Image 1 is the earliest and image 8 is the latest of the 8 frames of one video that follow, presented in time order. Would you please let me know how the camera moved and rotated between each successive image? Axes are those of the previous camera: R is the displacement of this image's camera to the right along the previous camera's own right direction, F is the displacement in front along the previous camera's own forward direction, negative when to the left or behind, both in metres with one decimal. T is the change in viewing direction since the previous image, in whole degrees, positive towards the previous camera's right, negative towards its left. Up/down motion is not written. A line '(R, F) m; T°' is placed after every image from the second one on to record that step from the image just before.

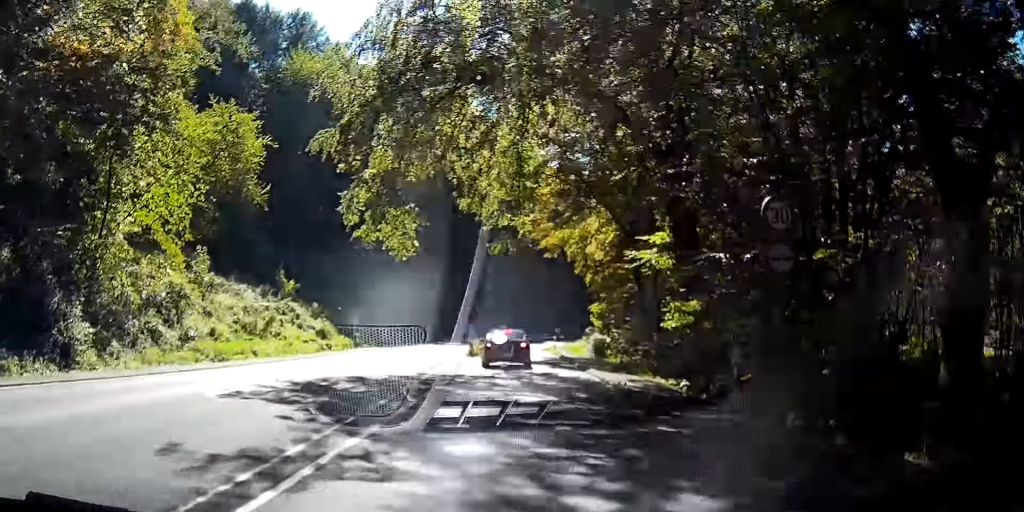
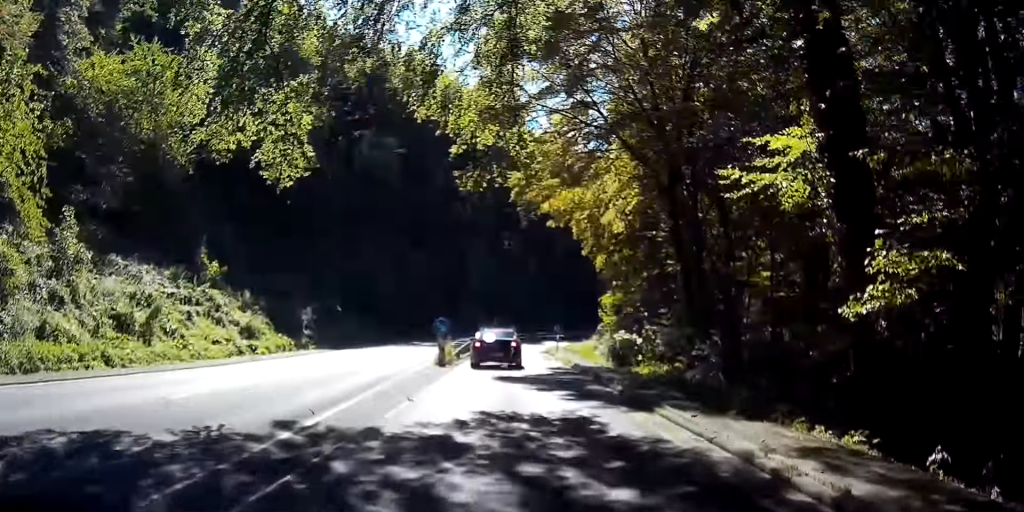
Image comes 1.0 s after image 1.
(0.0, +12.0) m; 0°
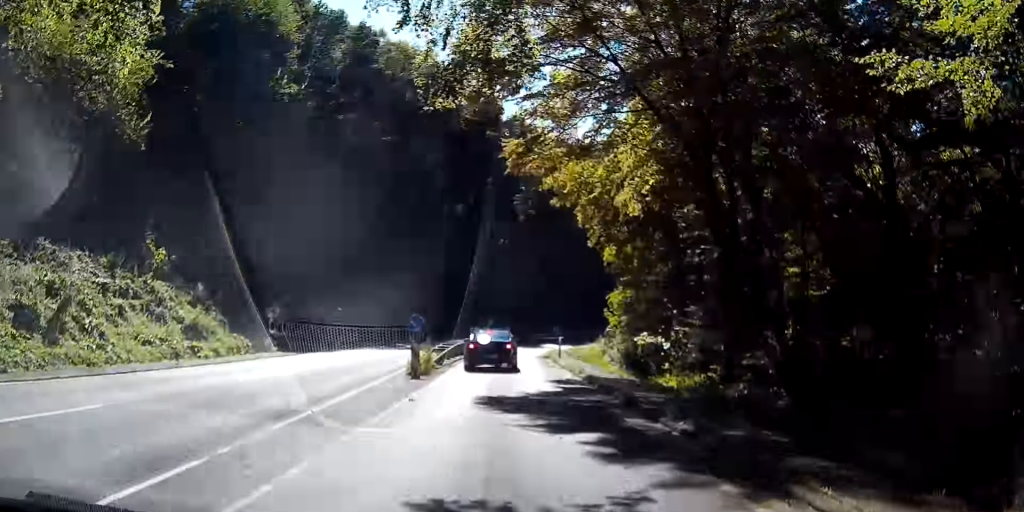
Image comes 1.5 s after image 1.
(0.0, +5.6) m; 0°
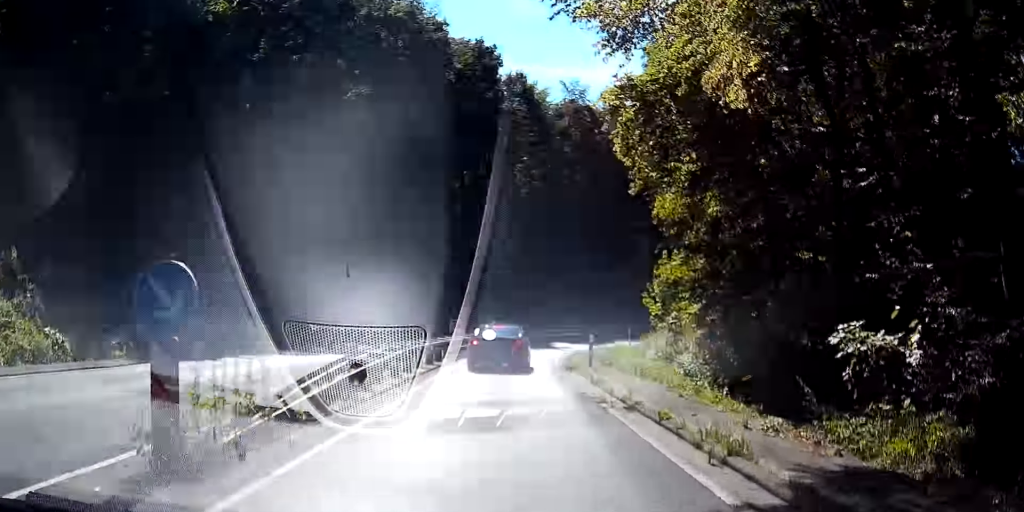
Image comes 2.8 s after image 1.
(0.0, +13.8) m; 0°
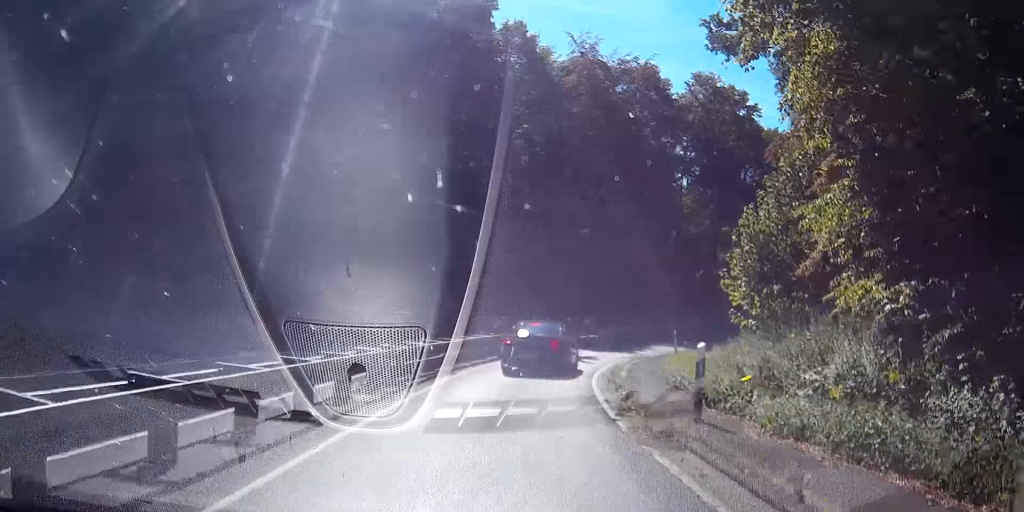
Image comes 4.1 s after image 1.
(+0.5, +12.8) m; +9°
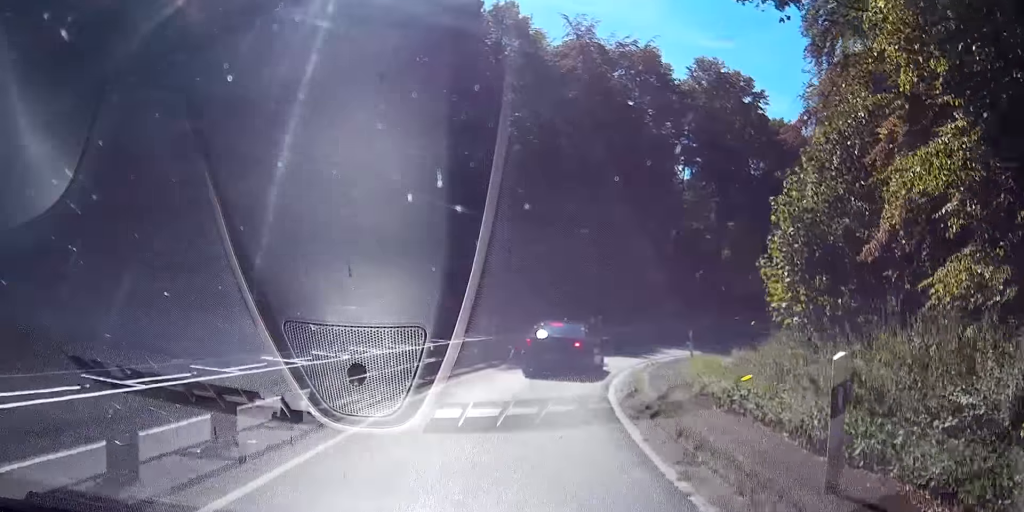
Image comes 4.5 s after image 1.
(+0.4, +4.1) m; +3°
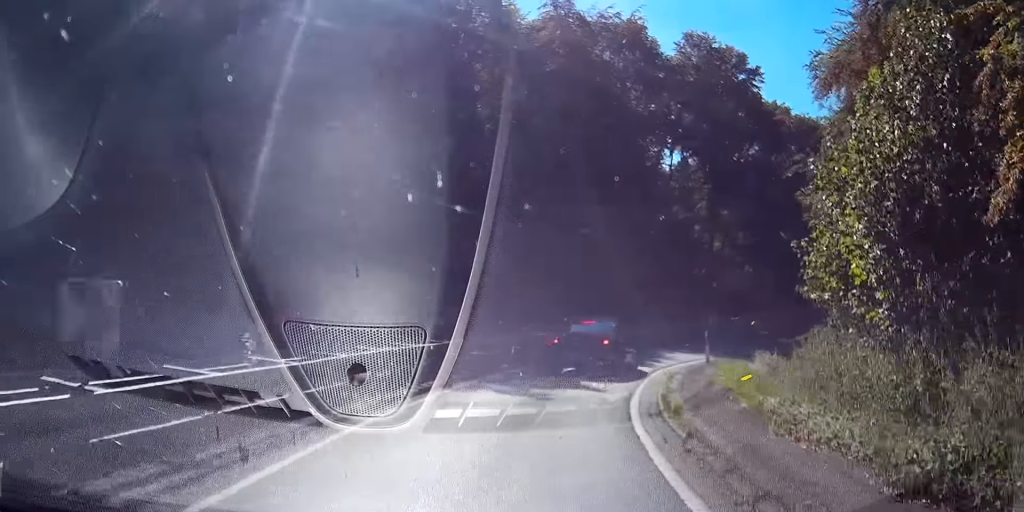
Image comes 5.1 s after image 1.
(+0.3, +5.5) m; +3°
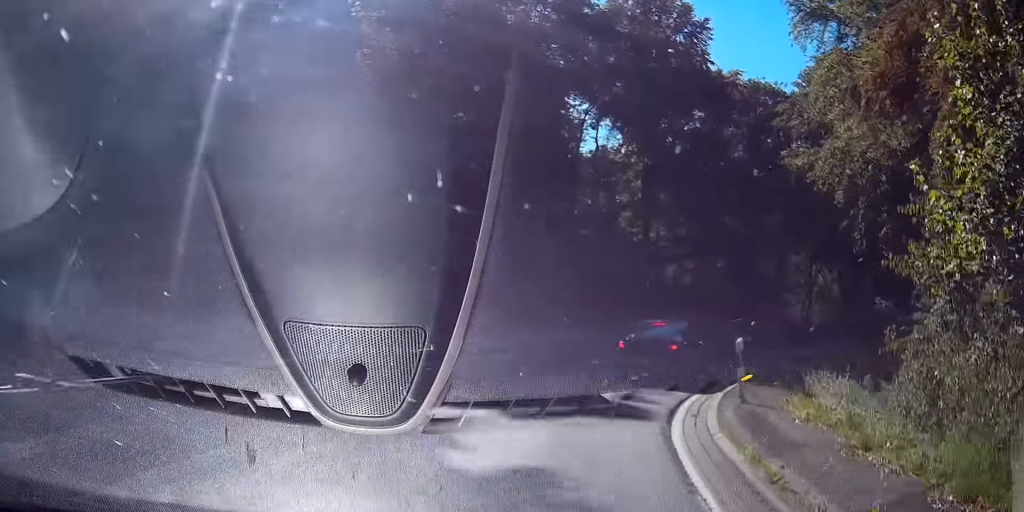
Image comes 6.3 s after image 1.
(+0.1, +10.5) m; +6°
